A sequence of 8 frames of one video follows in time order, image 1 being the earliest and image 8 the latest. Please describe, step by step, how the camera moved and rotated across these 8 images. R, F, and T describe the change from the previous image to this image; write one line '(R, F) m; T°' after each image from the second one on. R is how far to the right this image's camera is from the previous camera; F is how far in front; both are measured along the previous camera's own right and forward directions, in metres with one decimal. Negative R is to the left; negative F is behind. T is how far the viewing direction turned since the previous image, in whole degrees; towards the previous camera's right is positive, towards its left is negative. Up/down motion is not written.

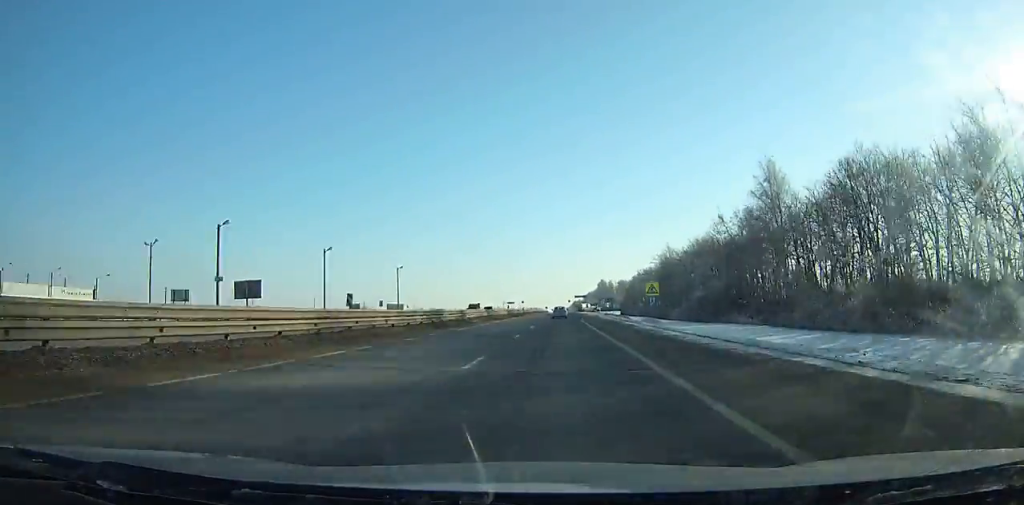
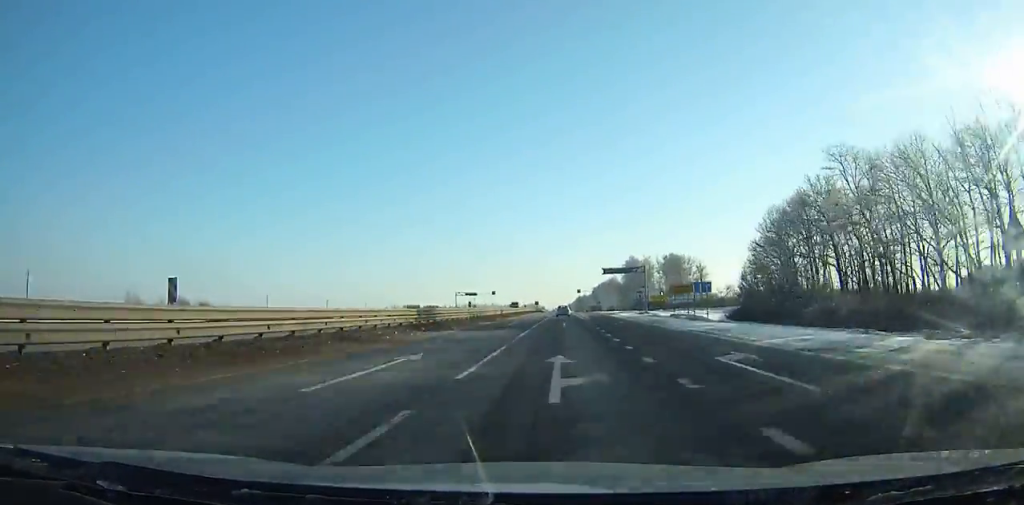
(+0.1, +152.7) m; 0°
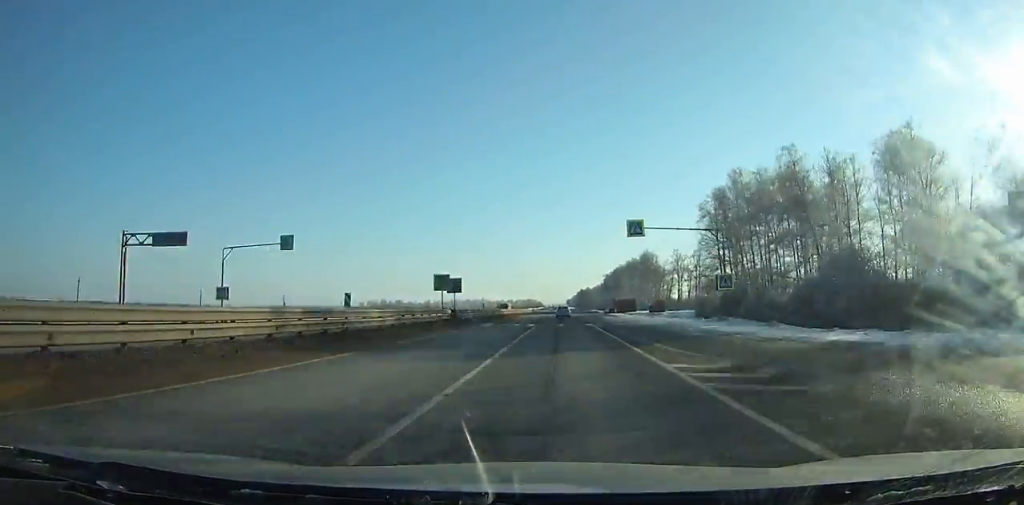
(+0.1, +139.5) m; 0°
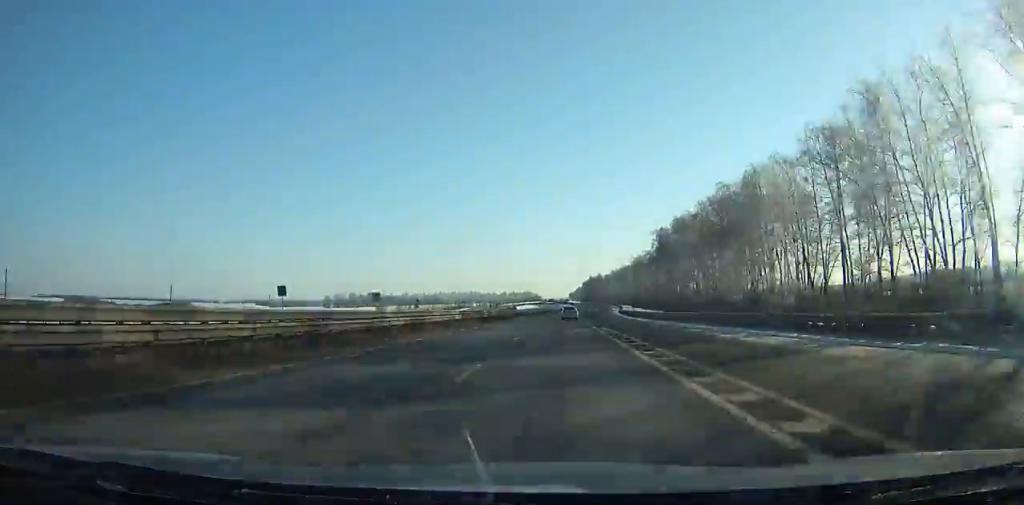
(+0.1, +166.9) m; +1°
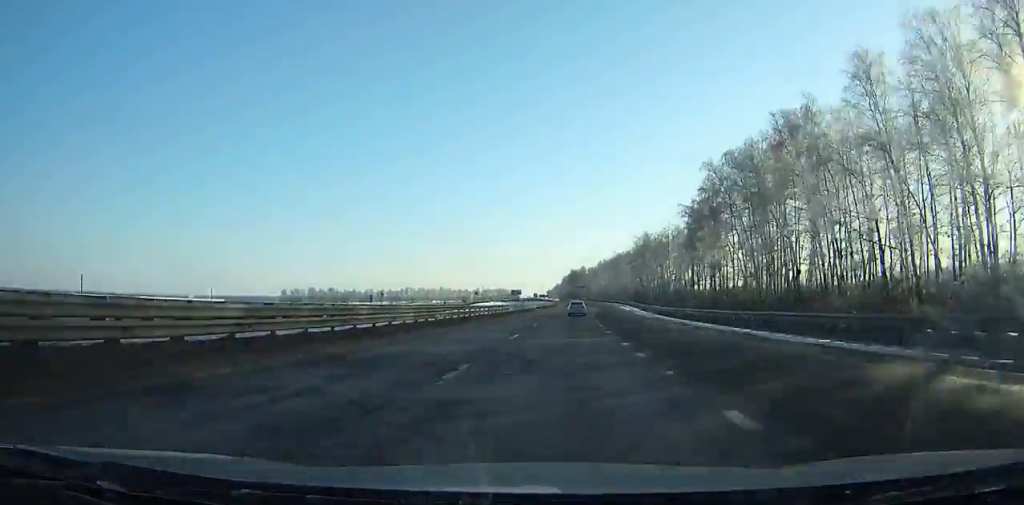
(+1.1, +69.7) m; +2°
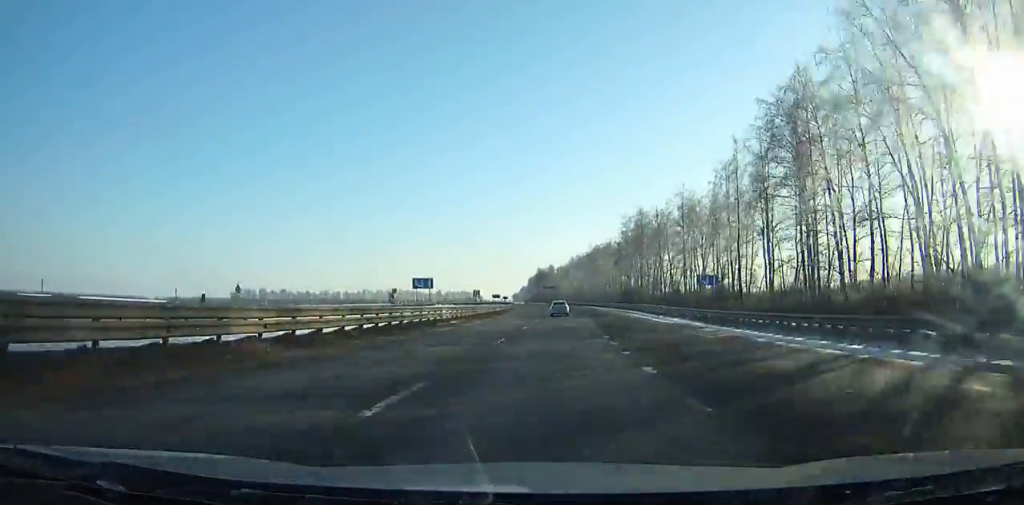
(+0.6, +50.9) m; +1°
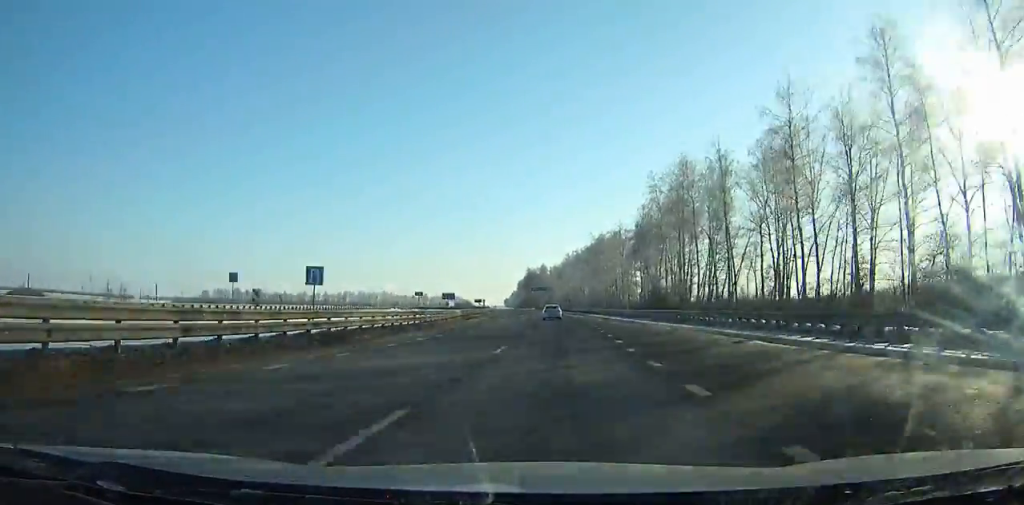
(+0.6, +49.7) m; -1°
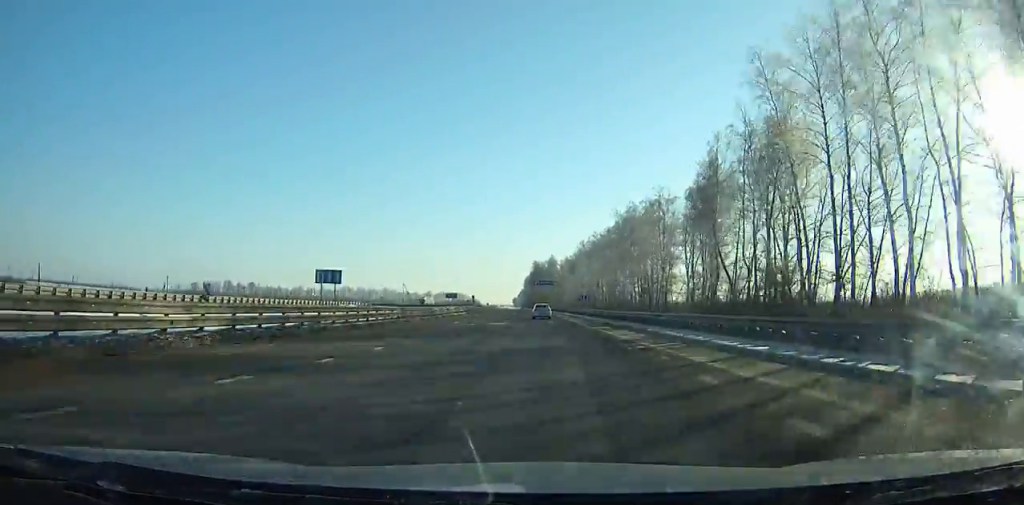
(+0.3, +46.5) m; -1°
